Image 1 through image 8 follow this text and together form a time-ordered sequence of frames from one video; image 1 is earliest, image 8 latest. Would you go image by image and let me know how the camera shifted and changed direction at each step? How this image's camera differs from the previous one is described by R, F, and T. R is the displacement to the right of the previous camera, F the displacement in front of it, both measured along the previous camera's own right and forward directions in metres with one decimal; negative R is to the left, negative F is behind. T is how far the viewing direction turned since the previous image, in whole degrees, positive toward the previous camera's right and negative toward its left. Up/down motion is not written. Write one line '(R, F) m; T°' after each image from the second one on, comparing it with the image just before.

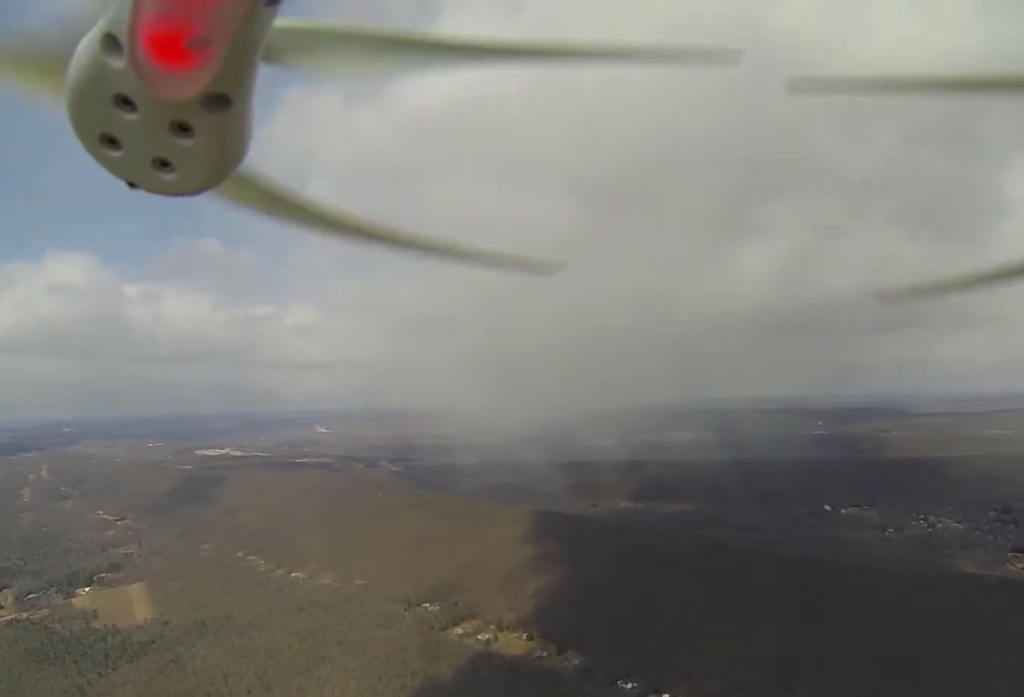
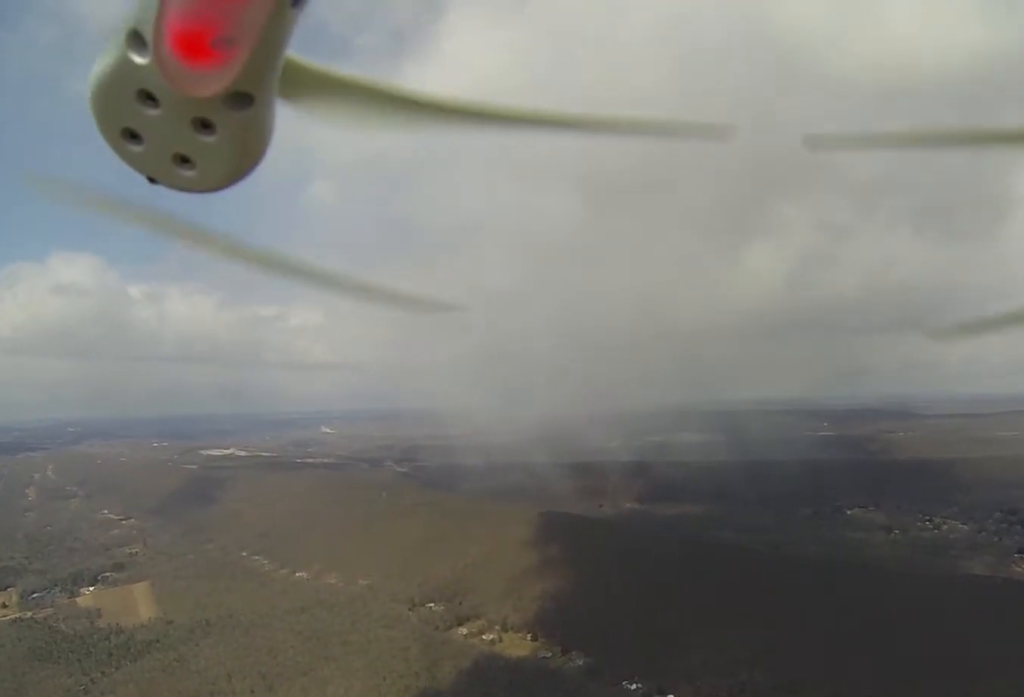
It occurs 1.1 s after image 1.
(0.0, +2.6) m; -1°
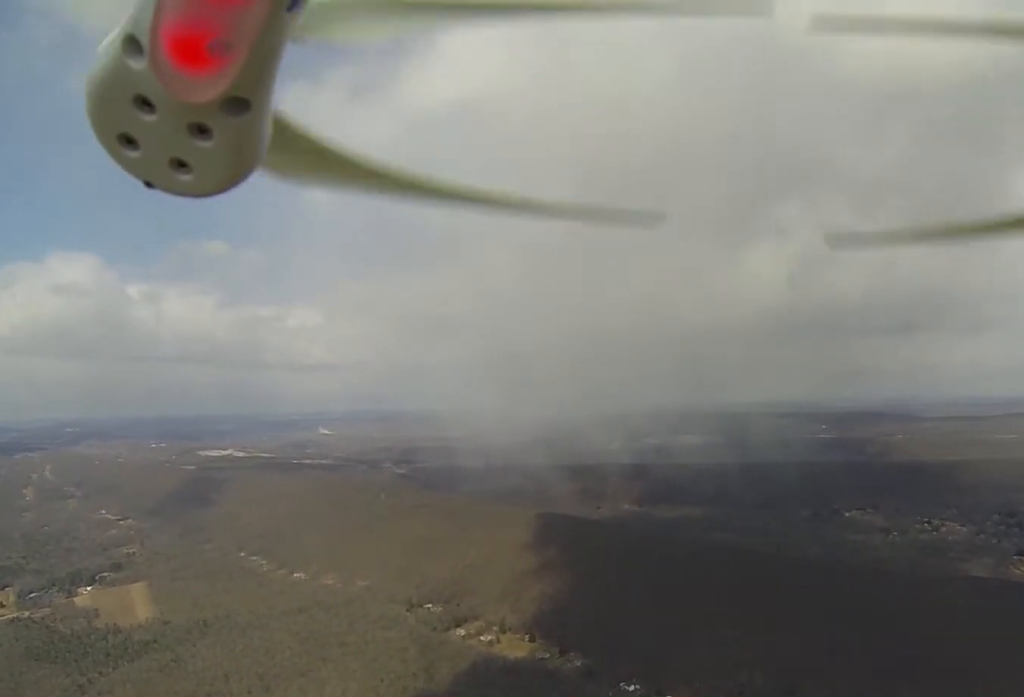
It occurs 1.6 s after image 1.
(0.0, +1.3) m; -1°
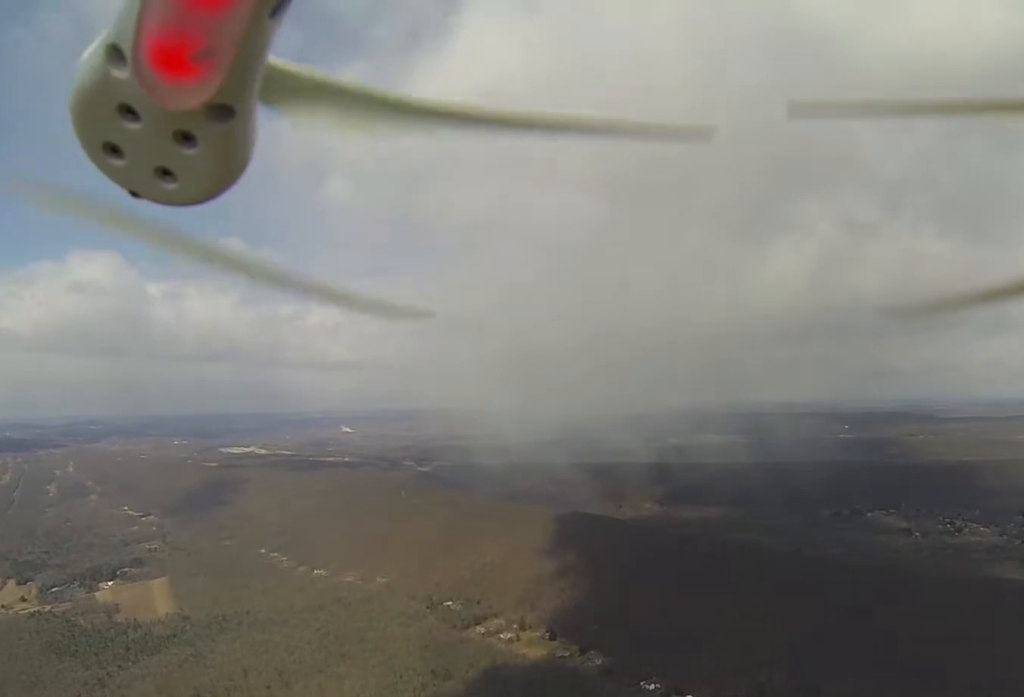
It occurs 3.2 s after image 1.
(-0.1, +4.8) m; -2°
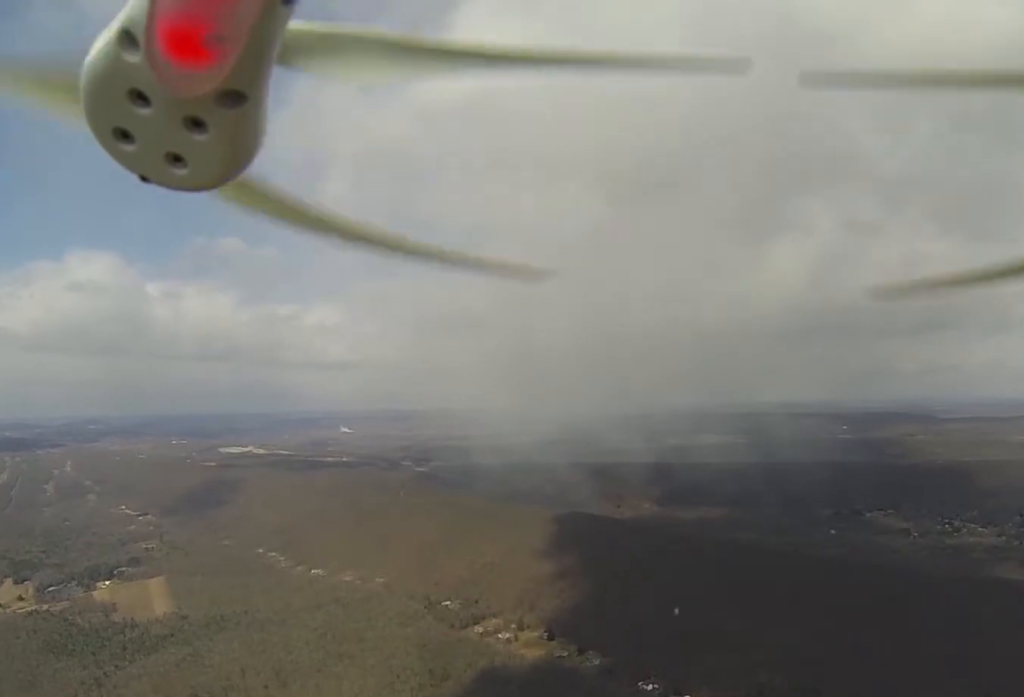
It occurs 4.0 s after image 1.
(0.0, +2.5) m; +1°
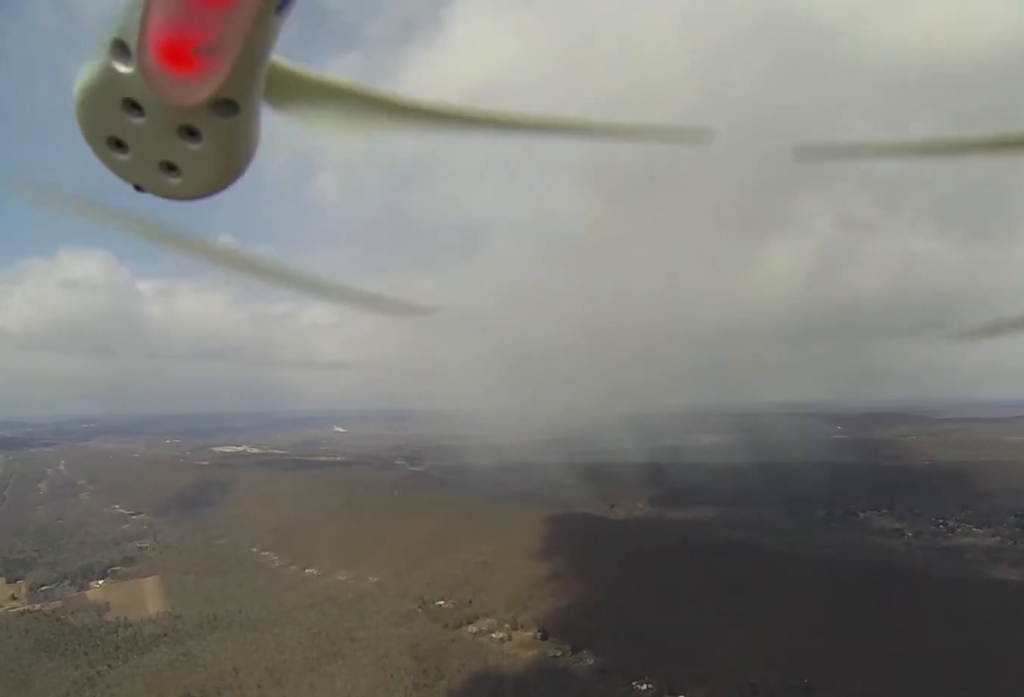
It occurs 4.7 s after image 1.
(0.0, +2.5) m; +1°
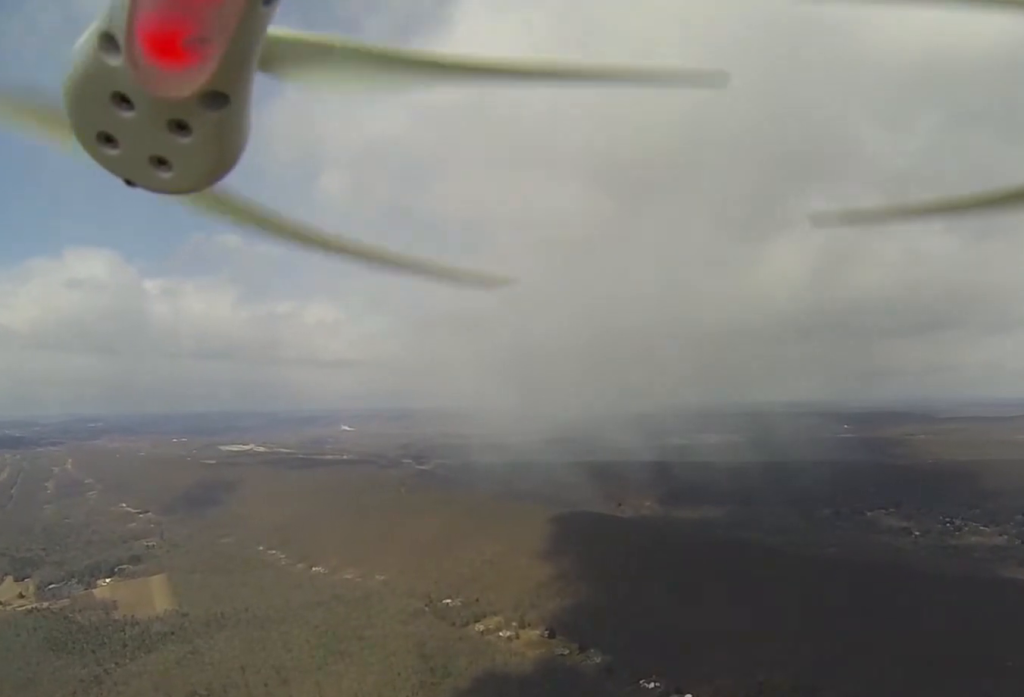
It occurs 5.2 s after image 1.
(0.0, +1.6) m; -1°
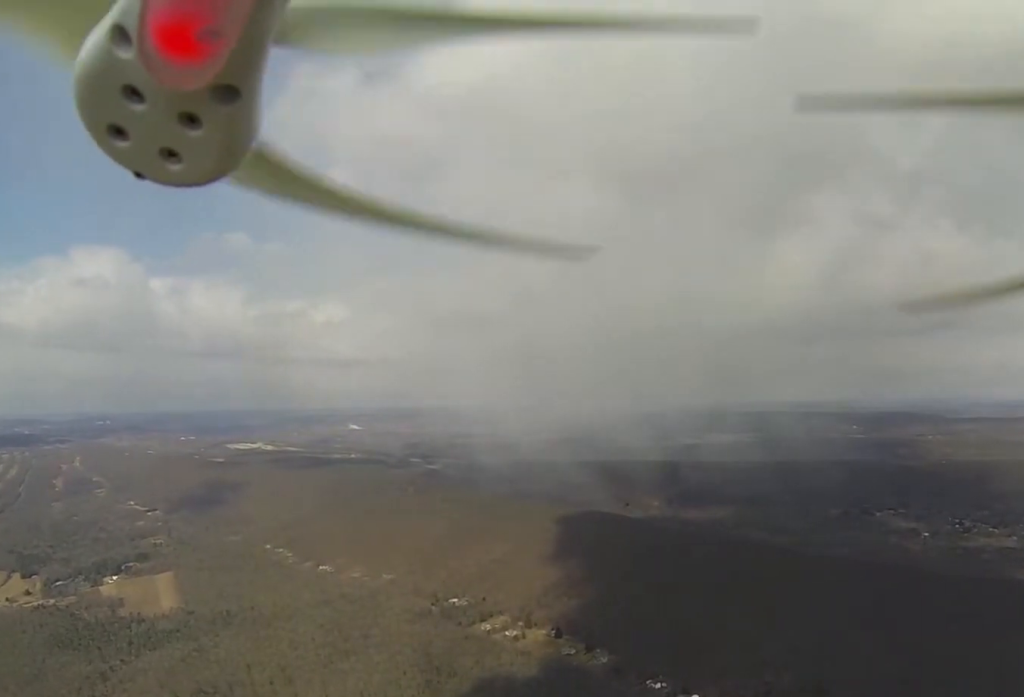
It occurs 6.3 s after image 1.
(-0.1, +3.8) m; -5°
